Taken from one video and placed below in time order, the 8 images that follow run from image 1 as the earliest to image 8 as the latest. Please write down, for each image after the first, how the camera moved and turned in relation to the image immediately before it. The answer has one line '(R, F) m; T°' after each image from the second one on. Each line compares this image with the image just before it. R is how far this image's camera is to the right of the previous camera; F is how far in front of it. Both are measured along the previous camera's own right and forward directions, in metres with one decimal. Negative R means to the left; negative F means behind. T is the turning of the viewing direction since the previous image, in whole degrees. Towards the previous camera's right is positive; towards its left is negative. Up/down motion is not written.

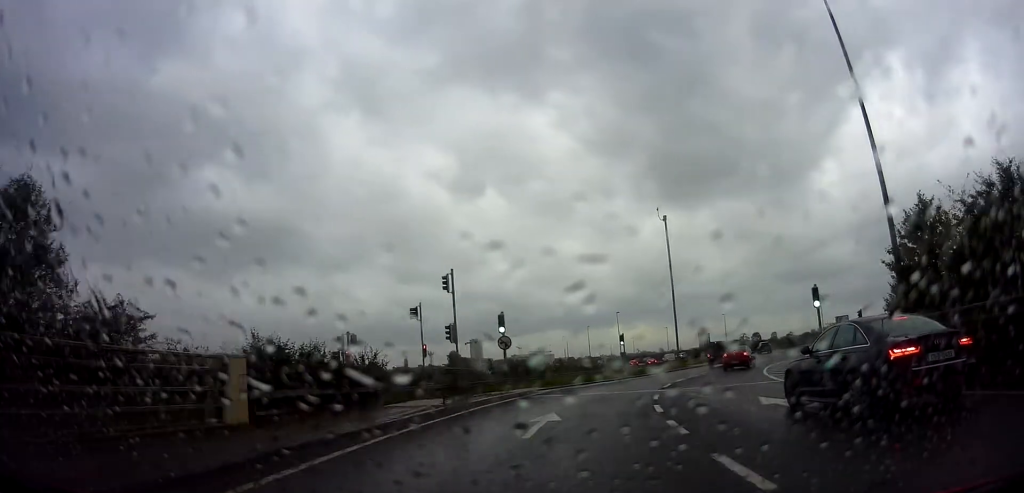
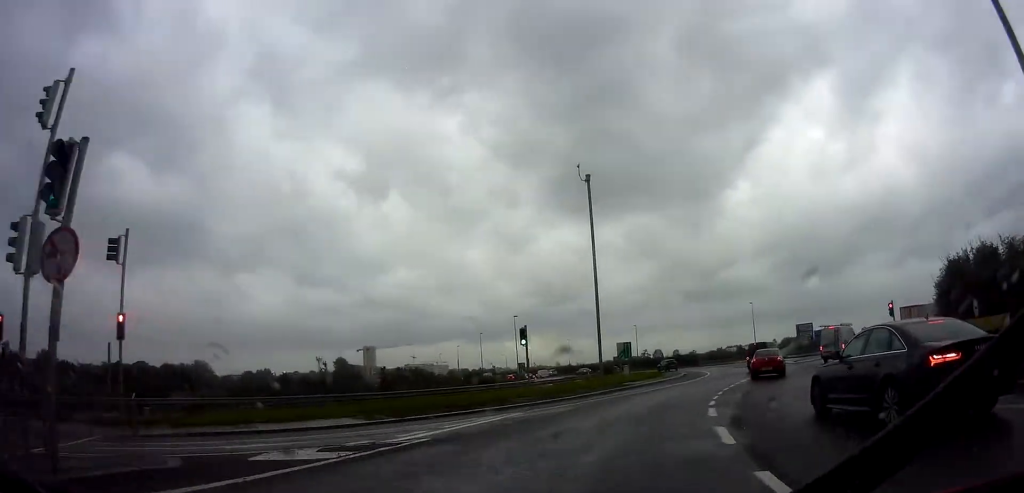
(+1.3, +19.6) m; +9°
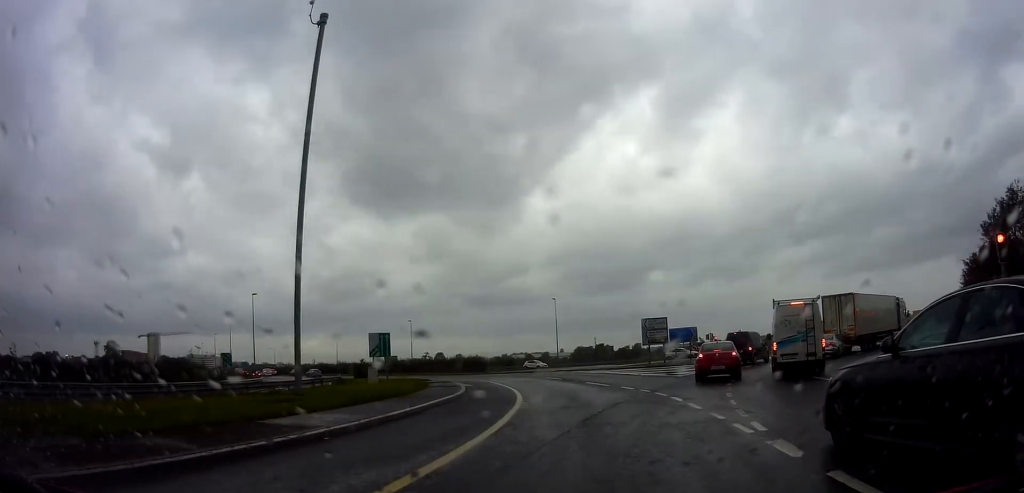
(+4.4, +23.6) m; +20°
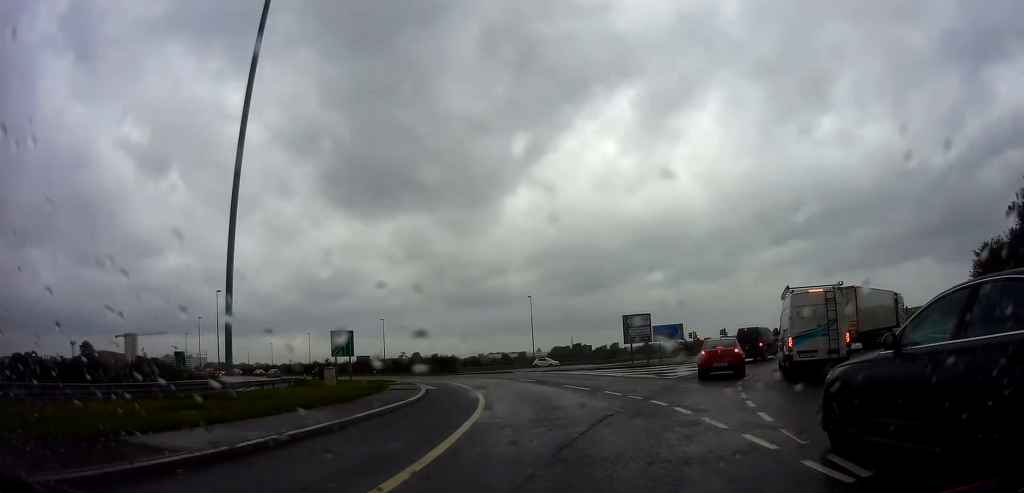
(+0.3, +4.2) m; +3°
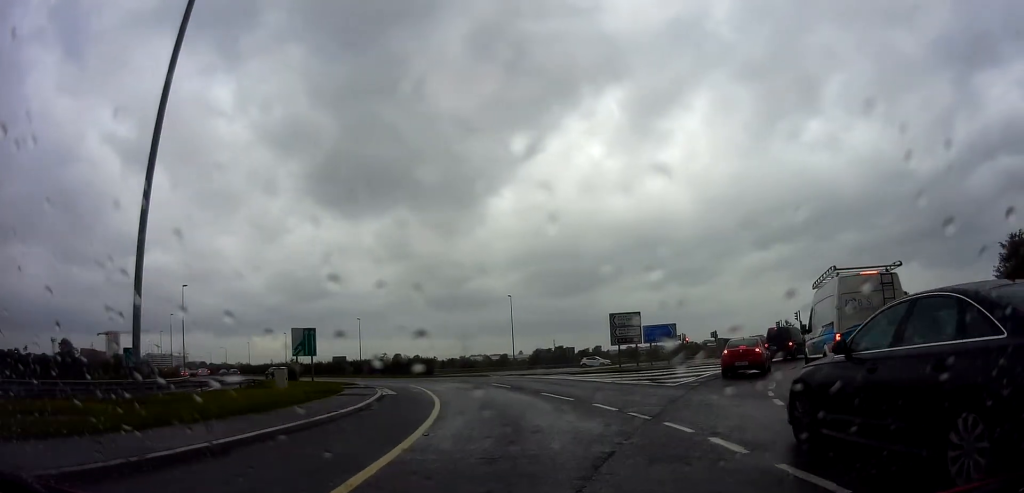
(-0.2, +5.1) m; +2°
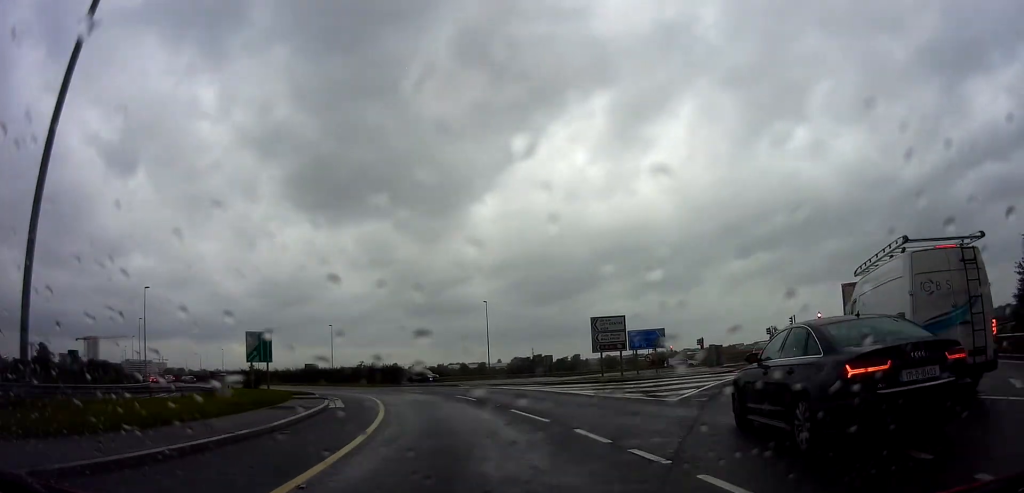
(+0.3, +4.9) m; +8°
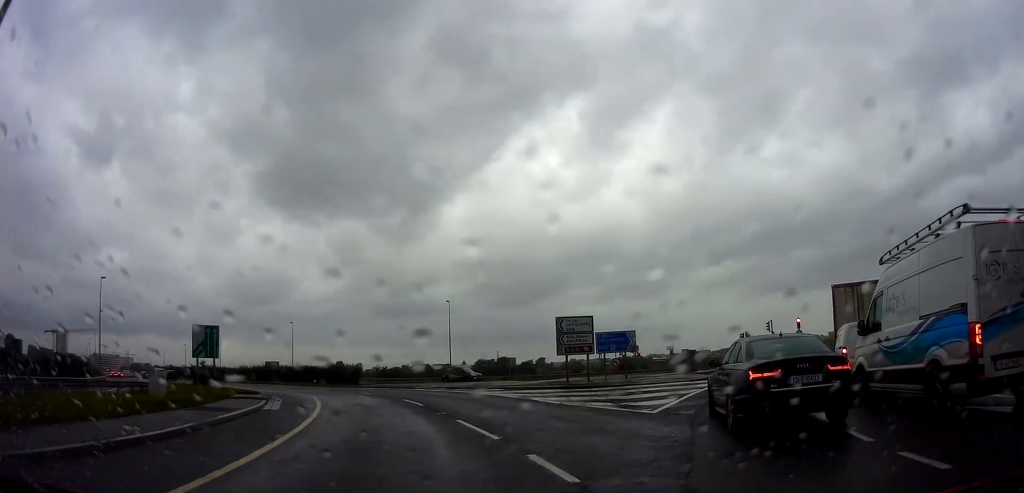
(+0.2, +2.8) m; +7°
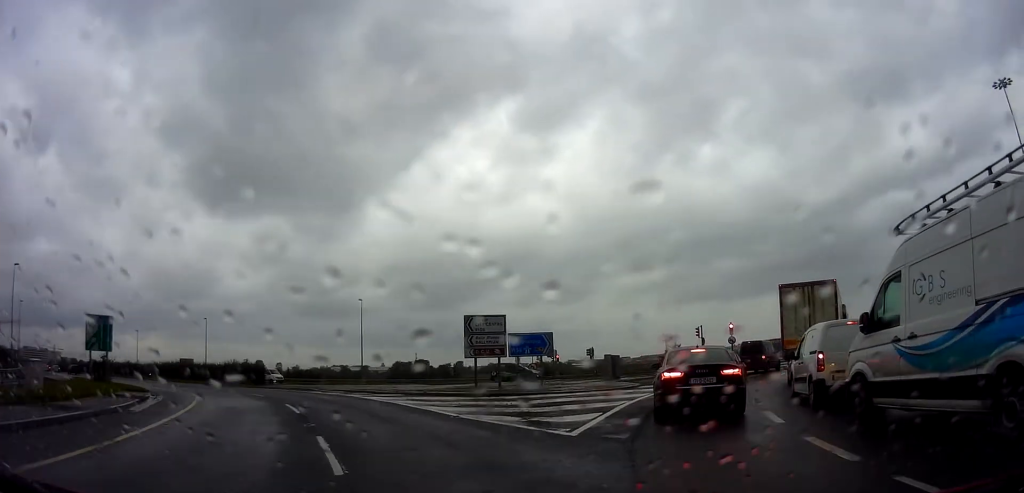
(+0.3, +3.1) m; +7°
